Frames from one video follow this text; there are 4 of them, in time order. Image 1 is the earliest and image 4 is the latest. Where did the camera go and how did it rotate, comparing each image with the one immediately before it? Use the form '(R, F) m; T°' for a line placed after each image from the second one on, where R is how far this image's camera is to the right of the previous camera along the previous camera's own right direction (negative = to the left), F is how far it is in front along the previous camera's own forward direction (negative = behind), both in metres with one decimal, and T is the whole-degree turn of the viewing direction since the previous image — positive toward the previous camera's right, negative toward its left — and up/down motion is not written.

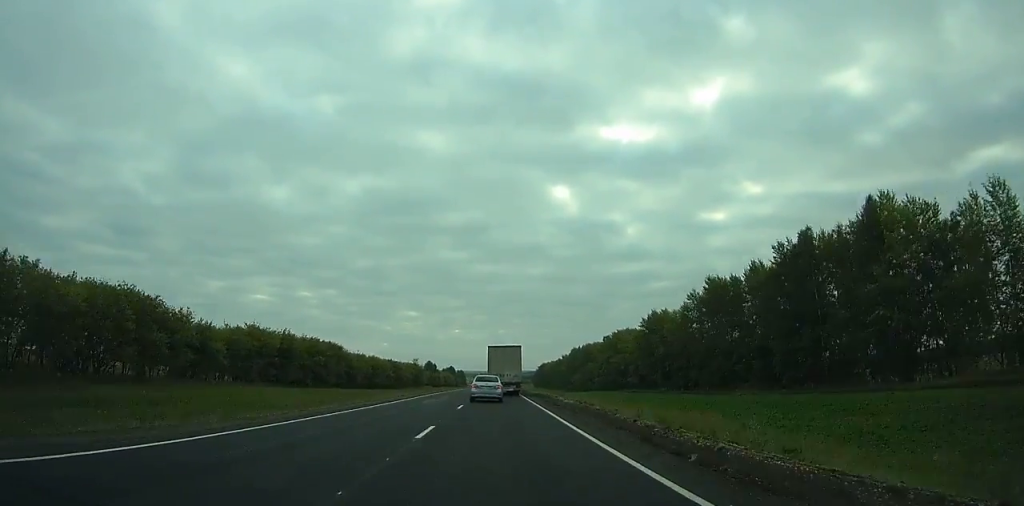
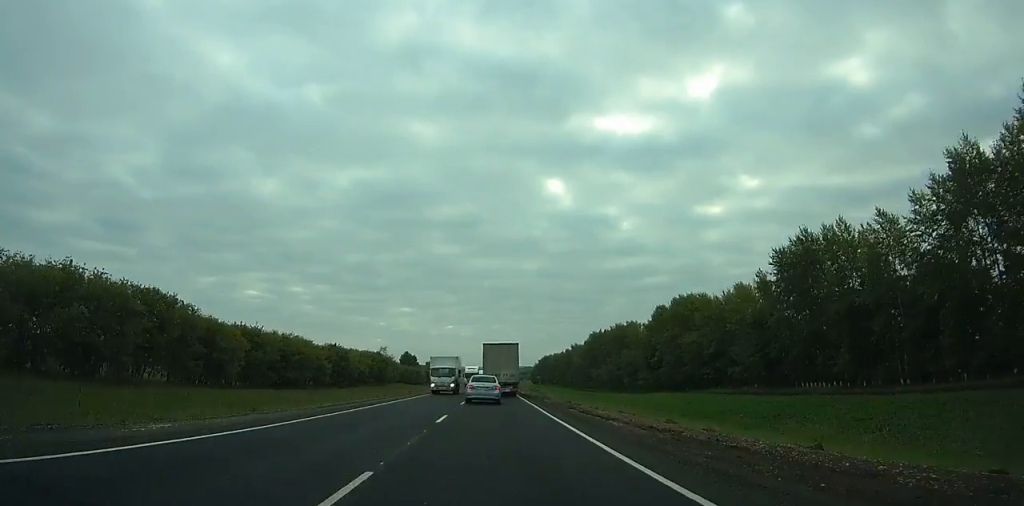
(+0.1, +78.7) m; 0°
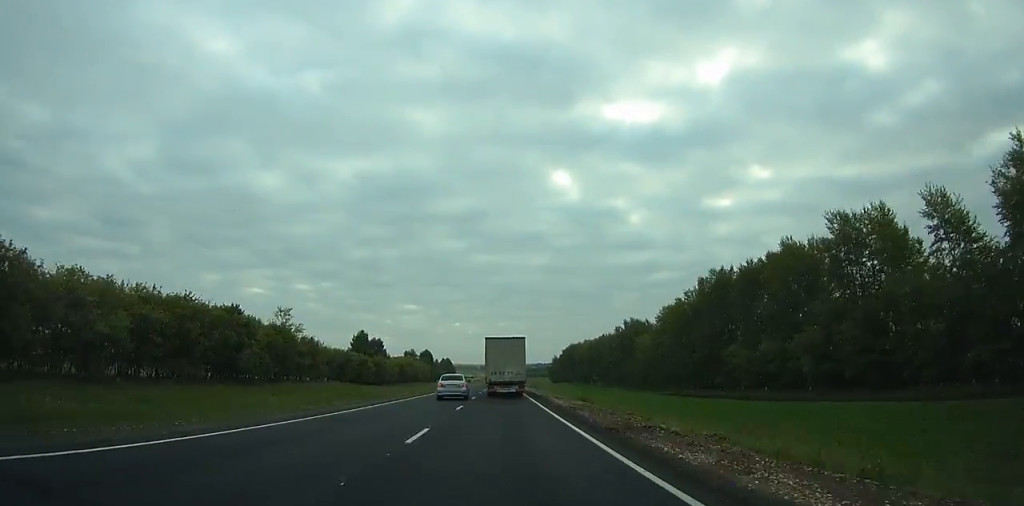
(-0.8, +125.3) m; -1°
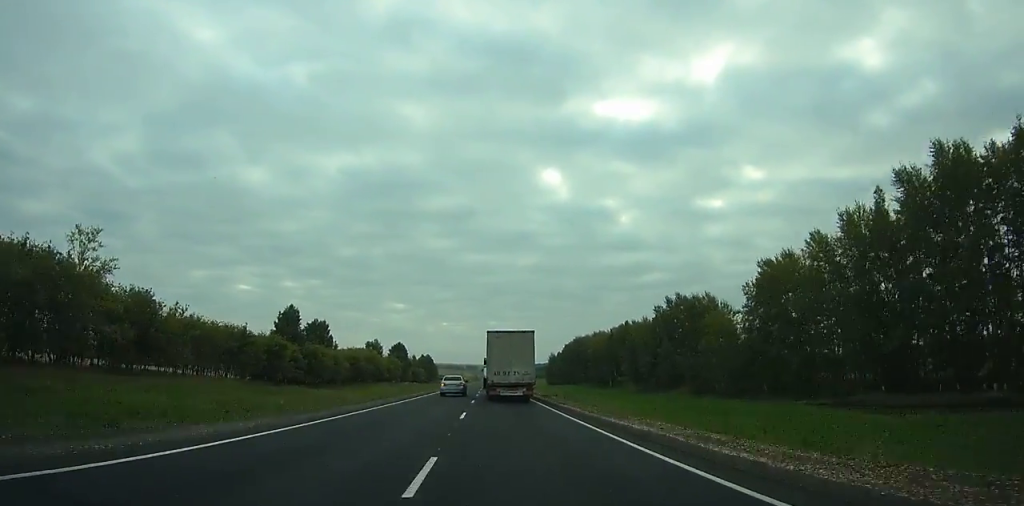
(+0.4, +64.5) m; 0°
